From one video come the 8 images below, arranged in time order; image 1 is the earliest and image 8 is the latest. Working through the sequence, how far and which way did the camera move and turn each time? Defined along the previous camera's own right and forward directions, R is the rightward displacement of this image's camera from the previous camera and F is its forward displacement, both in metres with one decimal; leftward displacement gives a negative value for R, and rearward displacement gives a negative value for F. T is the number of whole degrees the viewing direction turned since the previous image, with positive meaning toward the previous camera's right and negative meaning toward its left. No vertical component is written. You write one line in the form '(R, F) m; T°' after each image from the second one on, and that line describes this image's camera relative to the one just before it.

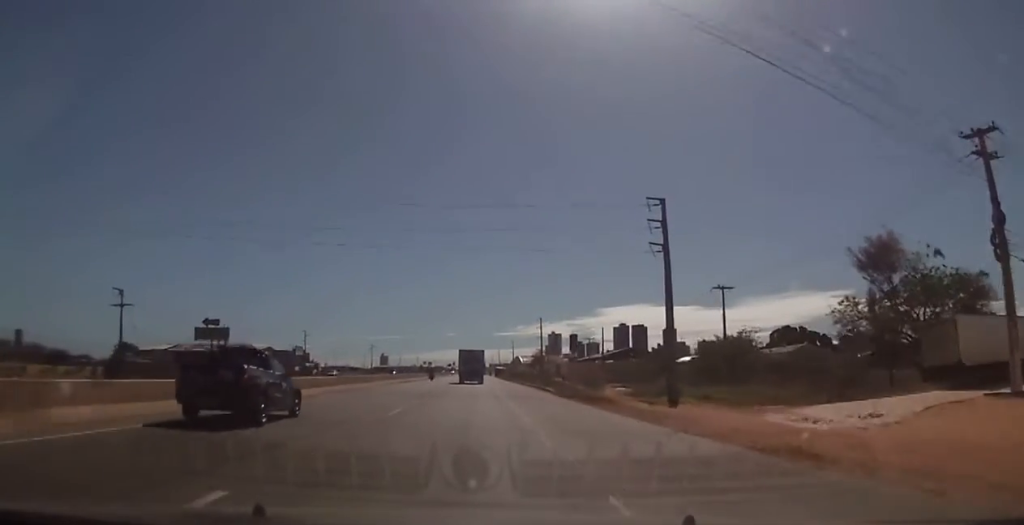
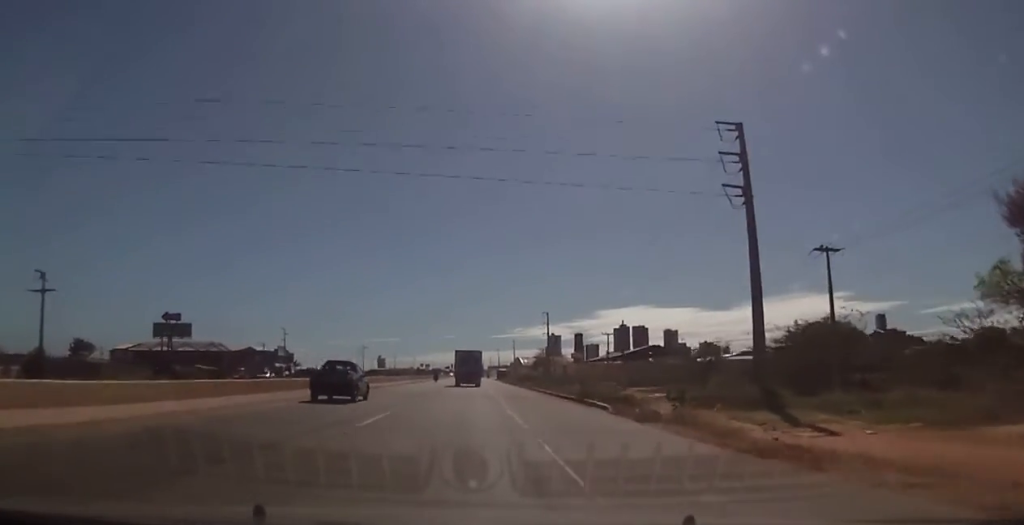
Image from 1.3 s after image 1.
(-0.2, +22.9) m; -1°
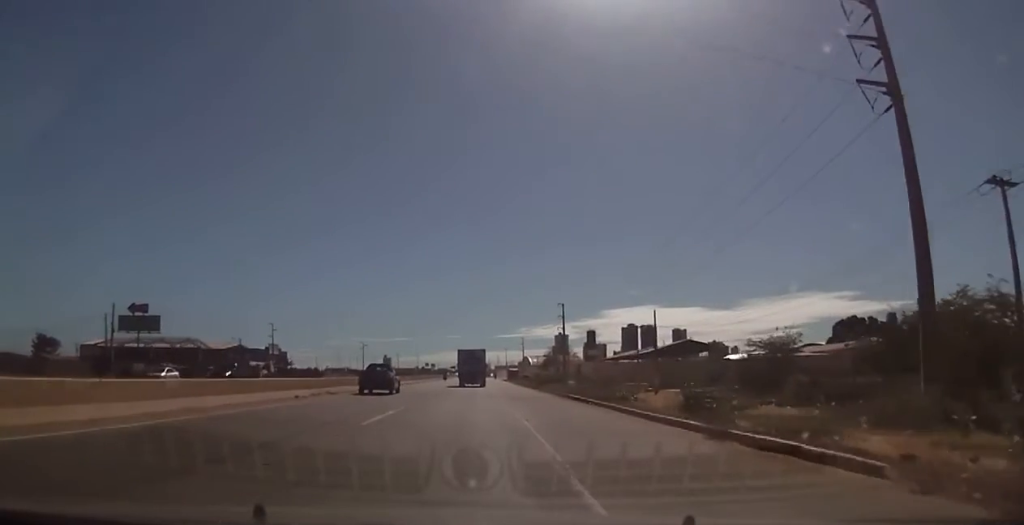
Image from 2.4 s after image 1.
(-0.1, +17.1) m; 0°
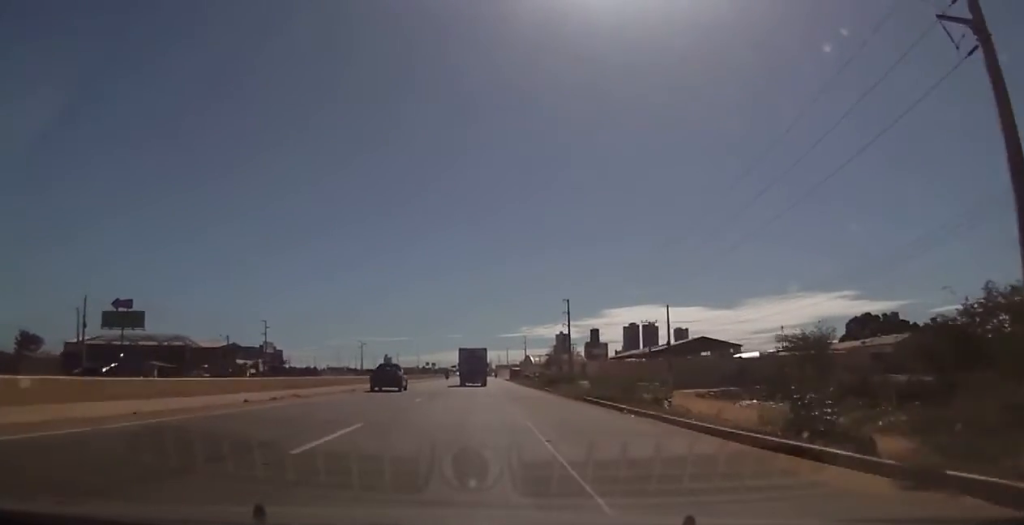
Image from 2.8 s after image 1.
(+0.1, +6.2) m; 0°
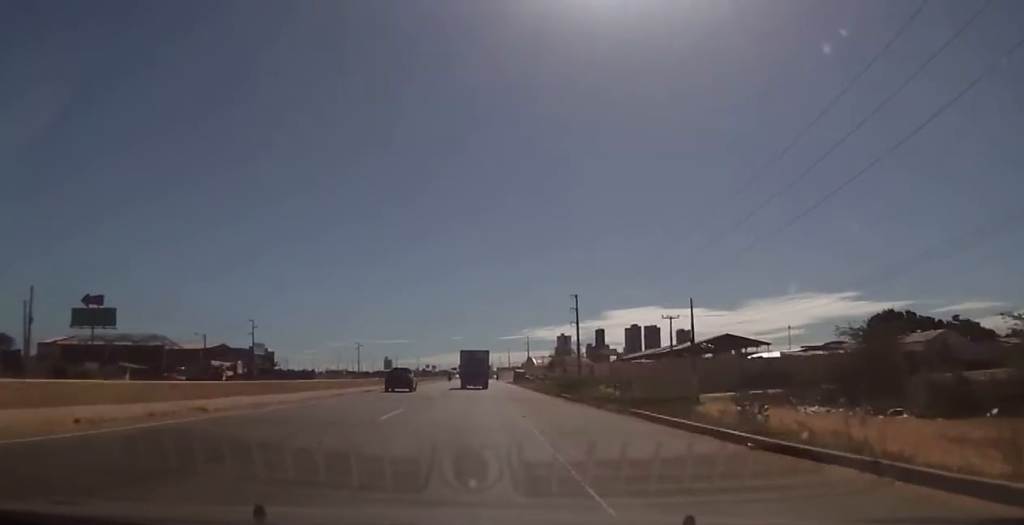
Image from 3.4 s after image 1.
(+0.1, +9.9) m; 0°
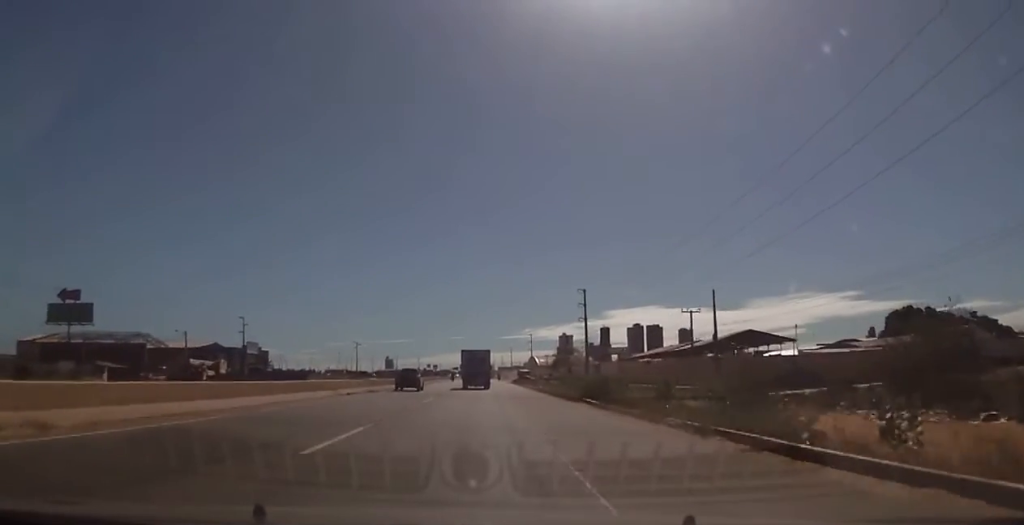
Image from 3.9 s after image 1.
(0.0, +7.3) m; 0°
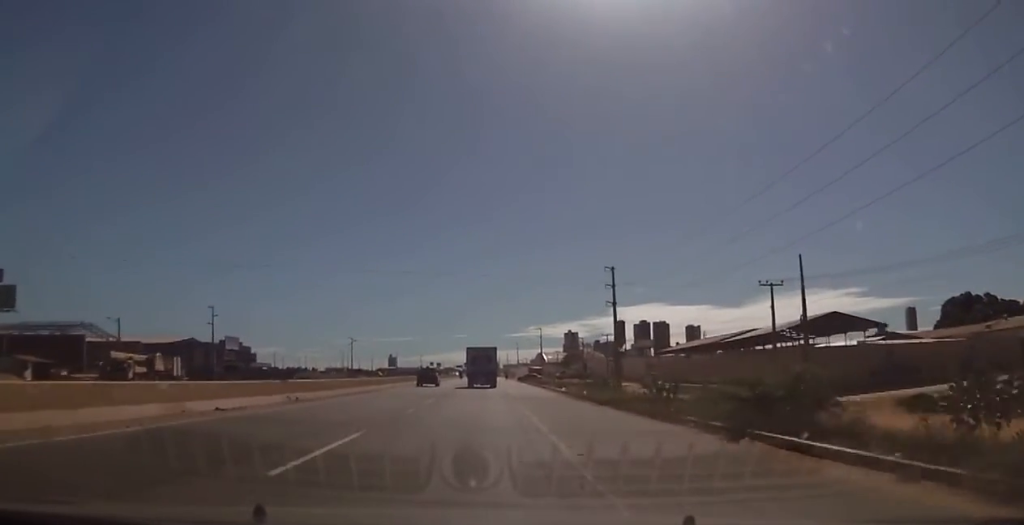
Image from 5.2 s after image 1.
(-0.2, +19.5) m; -1°
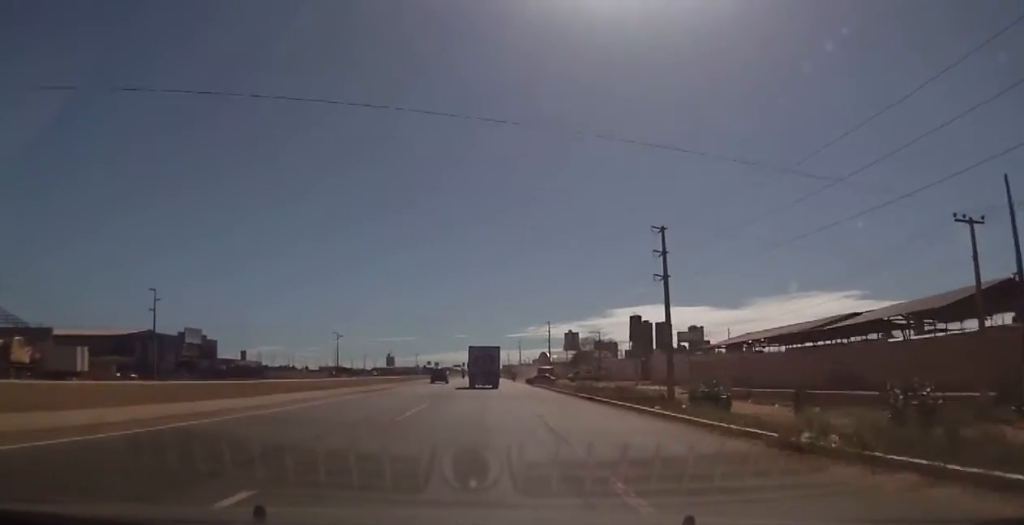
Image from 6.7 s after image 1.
(0.0, +23.6) m; +1°
